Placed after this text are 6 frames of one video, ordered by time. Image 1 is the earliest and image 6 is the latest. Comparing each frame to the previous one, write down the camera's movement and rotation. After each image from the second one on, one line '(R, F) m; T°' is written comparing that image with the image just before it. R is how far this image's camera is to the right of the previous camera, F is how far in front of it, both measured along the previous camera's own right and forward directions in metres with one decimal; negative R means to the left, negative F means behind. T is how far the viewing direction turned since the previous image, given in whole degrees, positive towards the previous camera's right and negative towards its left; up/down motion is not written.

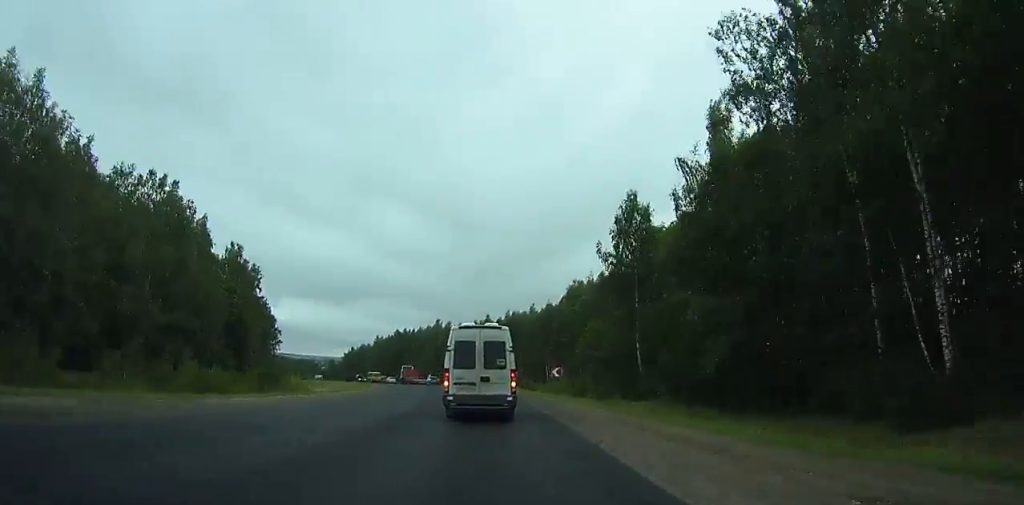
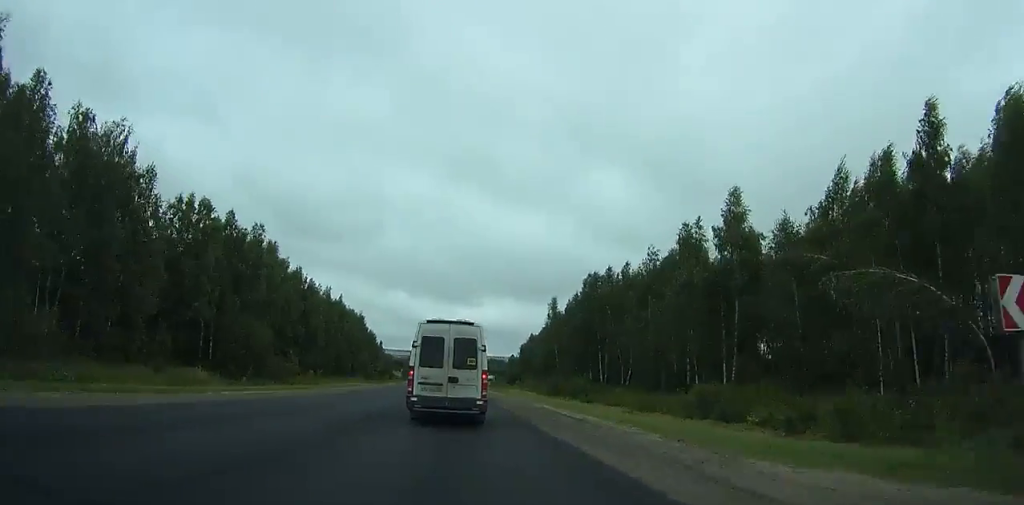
(-18.1, +130.2) m; -14°
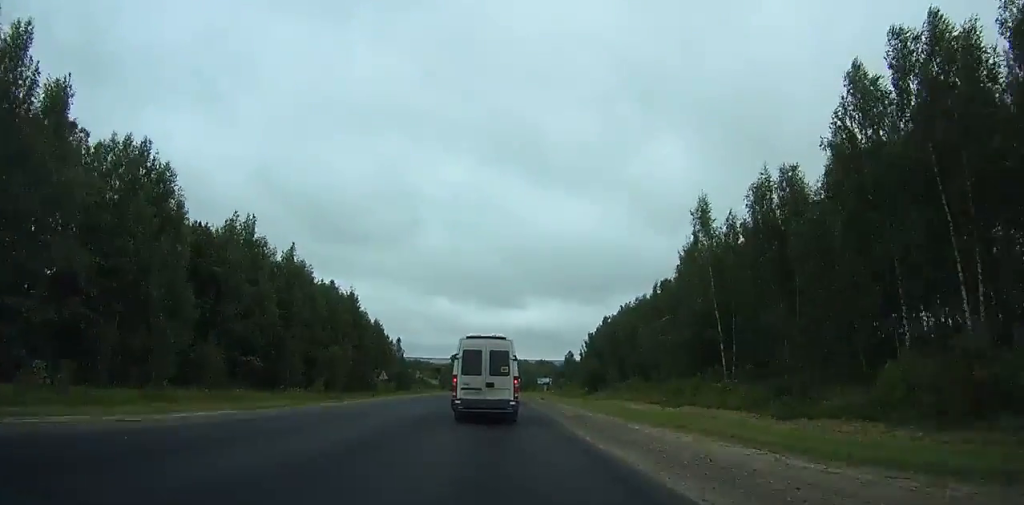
(-6.0, +70.4) m; -9°
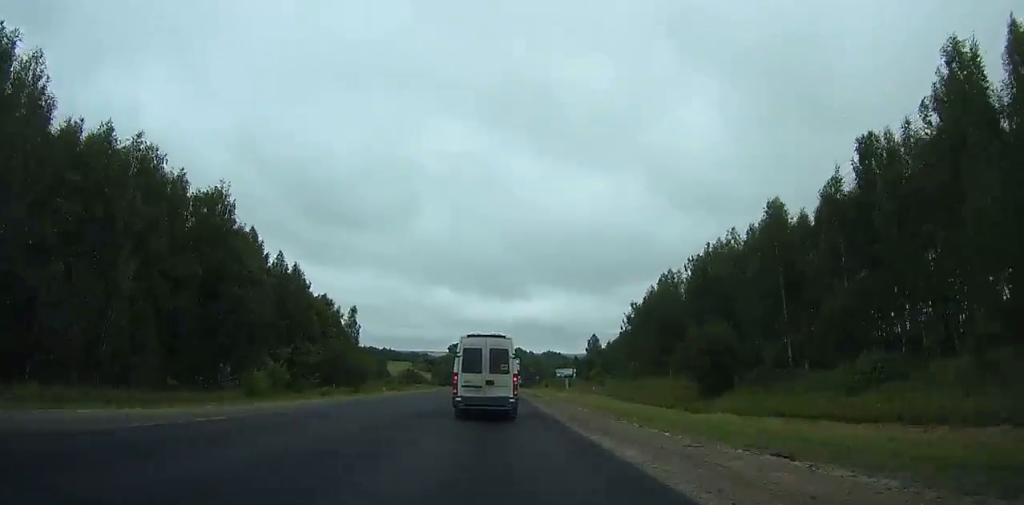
(-0.2, +66.5) m; 0°
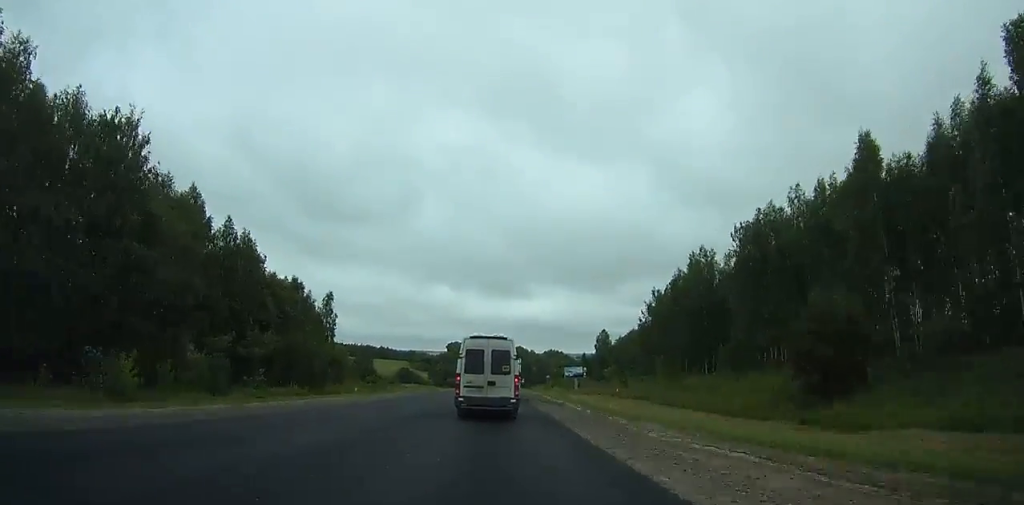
(0.0, +19.0) m; 0°
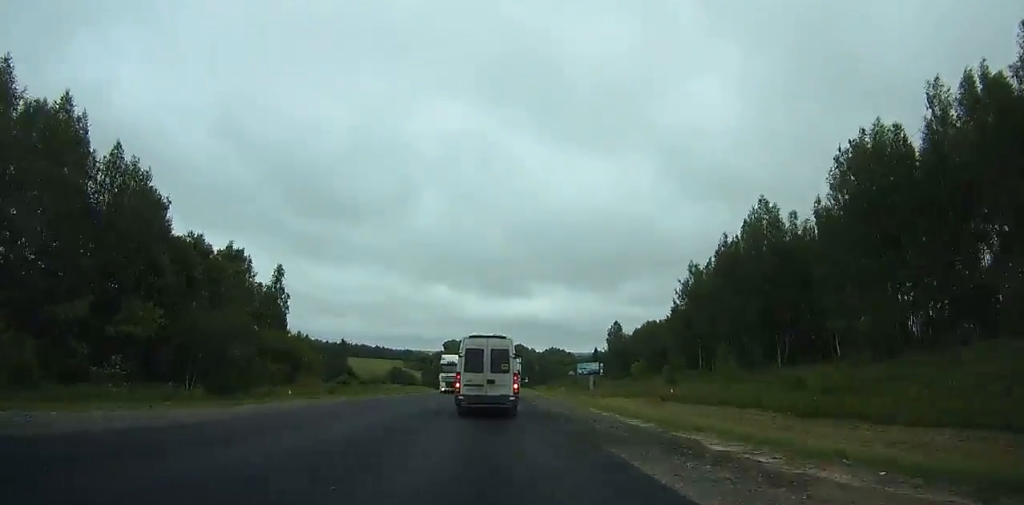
(0.0, +25.5) m; 0°
